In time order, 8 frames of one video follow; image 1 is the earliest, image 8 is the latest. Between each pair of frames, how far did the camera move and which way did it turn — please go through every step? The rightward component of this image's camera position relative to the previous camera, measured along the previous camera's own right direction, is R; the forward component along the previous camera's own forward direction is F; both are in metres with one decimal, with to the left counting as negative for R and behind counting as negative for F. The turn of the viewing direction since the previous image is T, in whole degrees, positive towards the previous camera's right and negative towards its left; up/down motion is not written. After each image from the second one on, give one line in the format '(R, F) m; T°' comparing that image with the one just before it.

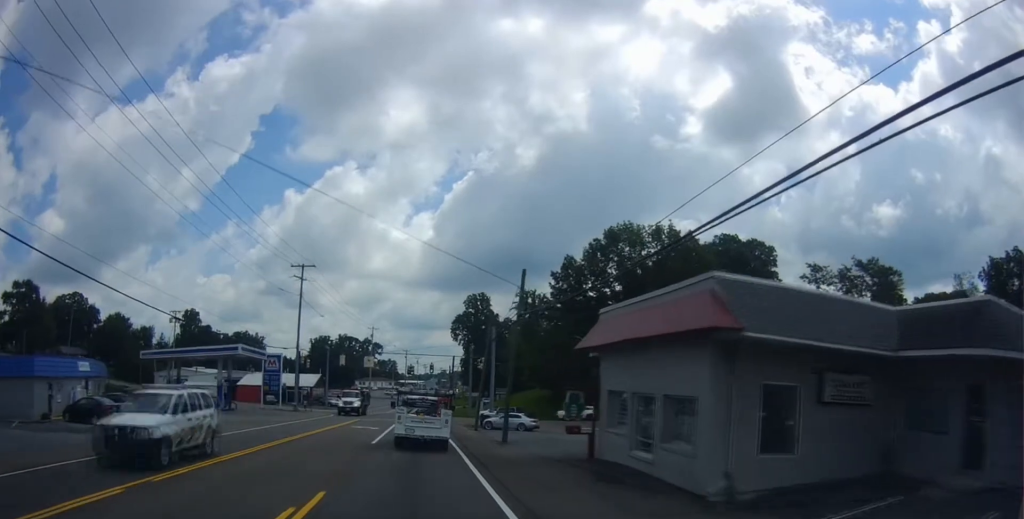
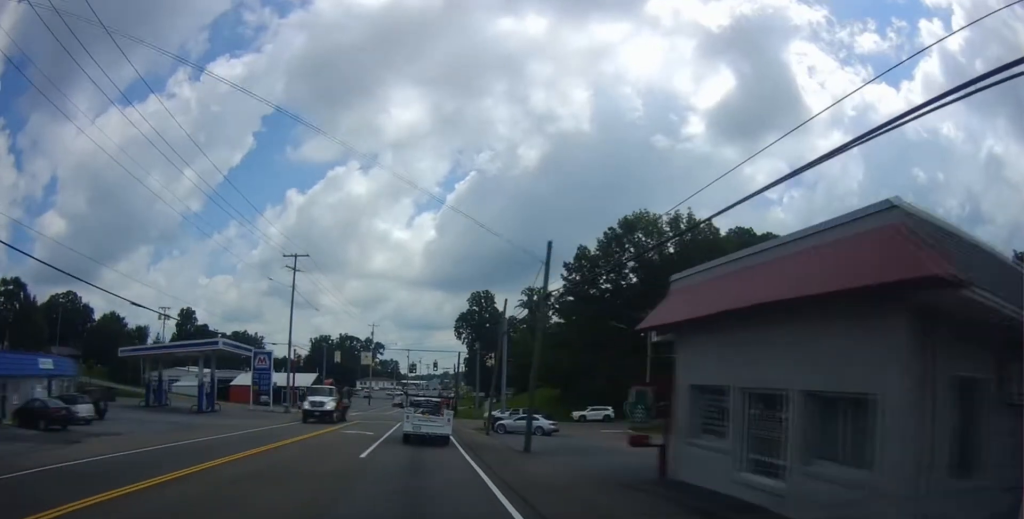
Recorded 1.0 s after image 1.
(-0.1, +5.4) m; +1°
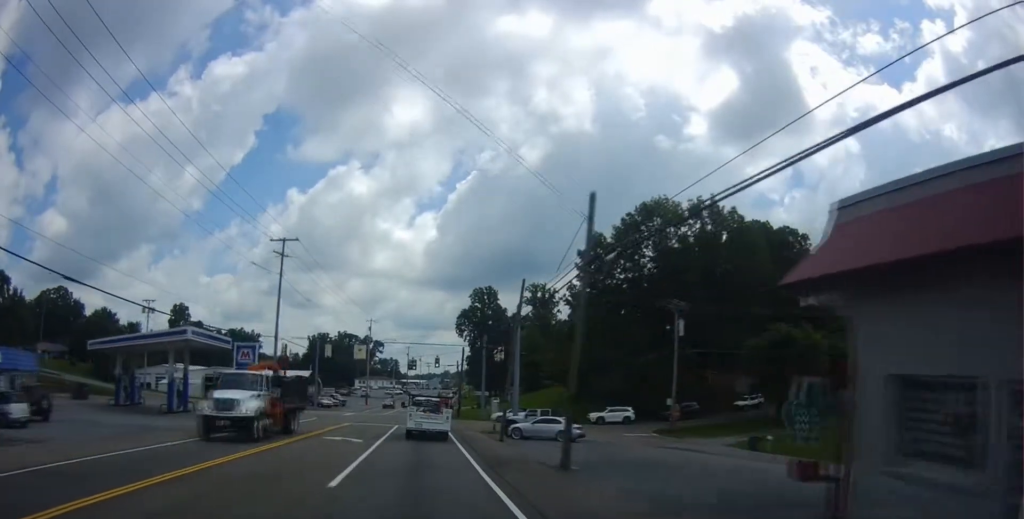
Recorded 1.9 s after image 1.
(+0.3, +6.9) m; 0°
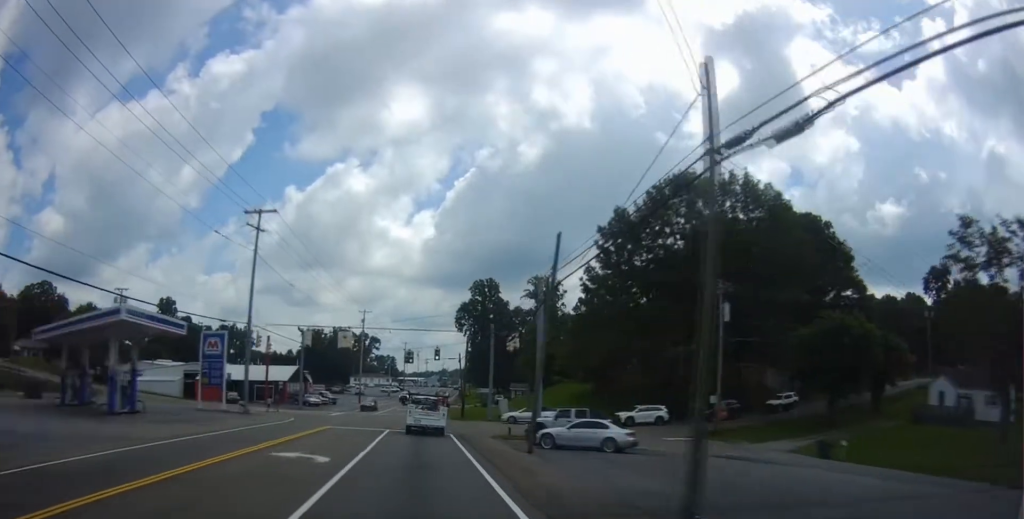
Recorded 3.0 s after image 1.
(0.0, +9.4) m; 0°
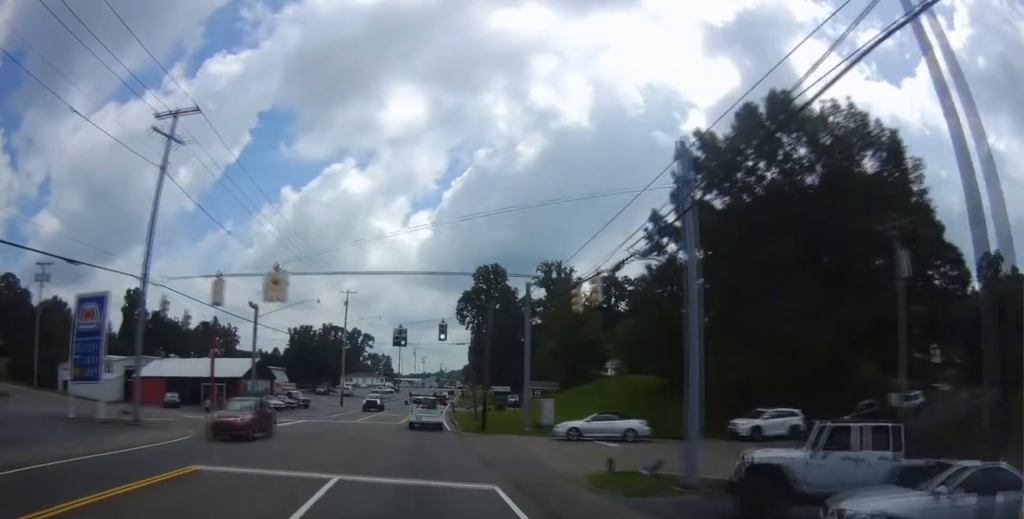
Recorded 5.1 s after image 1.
(-0.2, +22.2) m; 0°
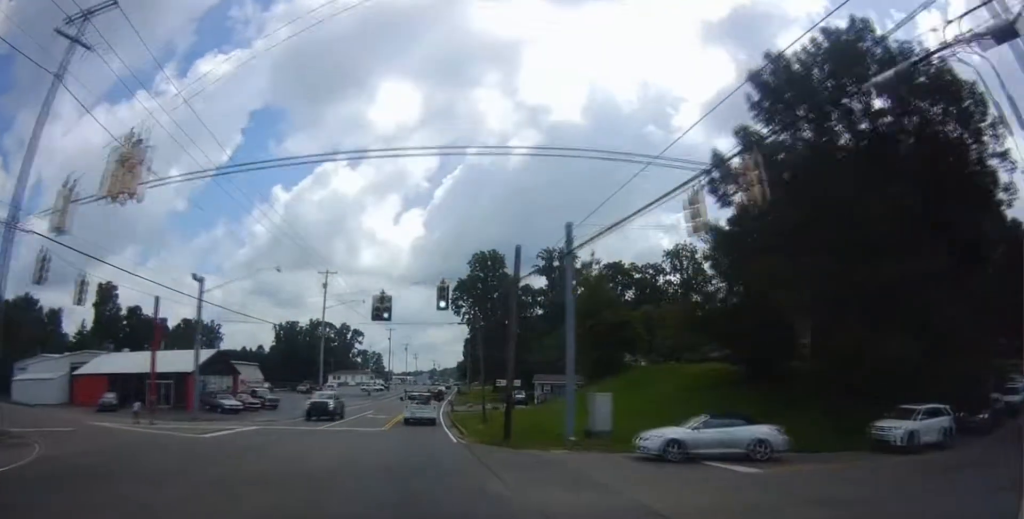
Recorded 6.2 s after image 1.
(+0.1, +13.1) m; 0°
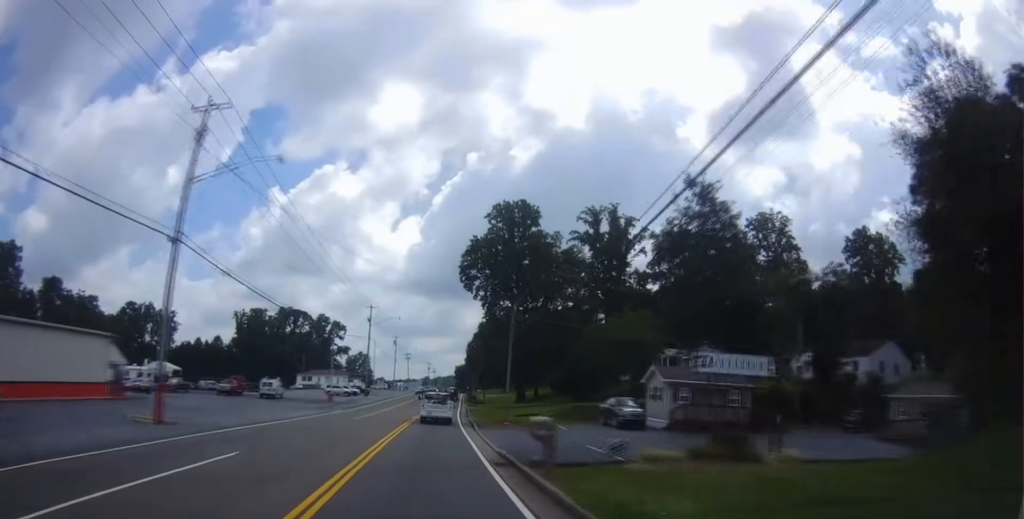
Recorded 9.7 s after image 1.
(-0.1, +43.7) m; +1°
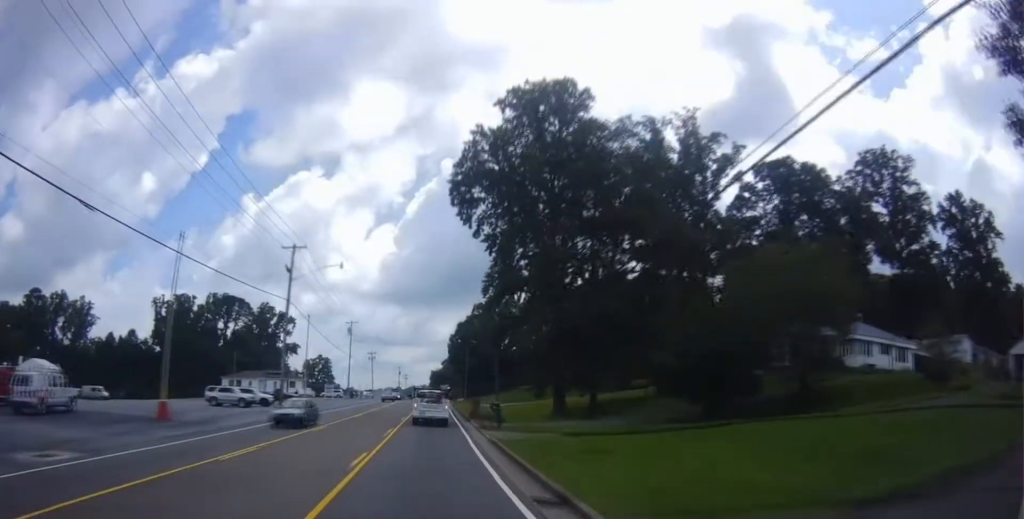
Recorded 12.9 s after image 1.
(+1.6, +43.7) m; +2°
